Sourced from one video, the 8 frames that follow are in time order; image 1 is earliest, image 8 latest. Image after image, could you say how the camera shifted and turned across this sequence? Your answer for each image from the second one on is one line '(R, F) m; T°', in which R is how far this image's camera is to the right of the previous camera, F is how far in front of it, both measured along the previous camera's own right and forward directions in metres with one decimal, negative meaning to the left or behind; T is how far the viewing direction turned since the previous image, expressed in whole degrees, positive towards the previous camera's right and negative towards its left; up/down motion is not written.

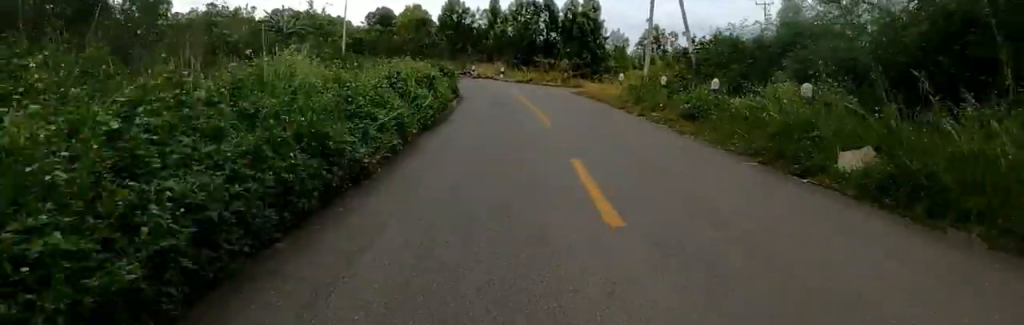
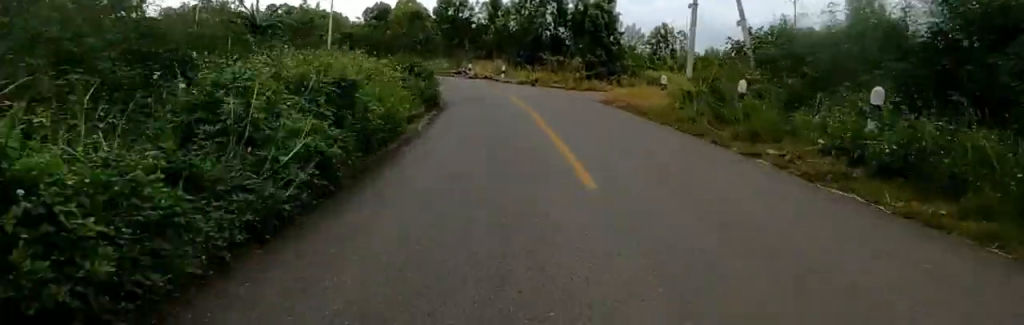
(+0.1, +6.5) m; -4°
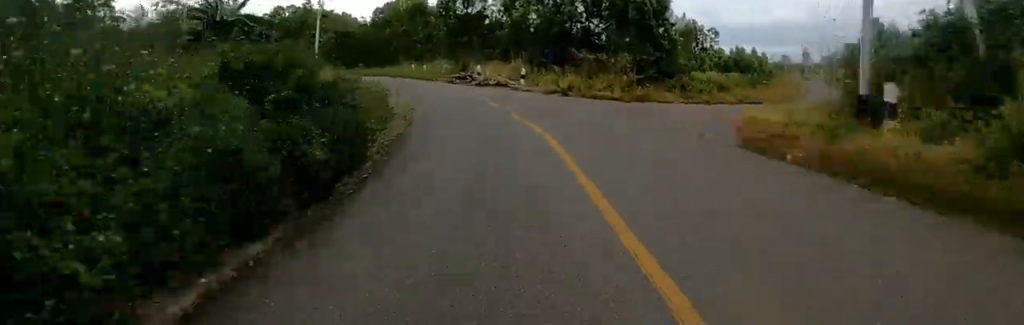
(-0.6, +10.0) m; -6°
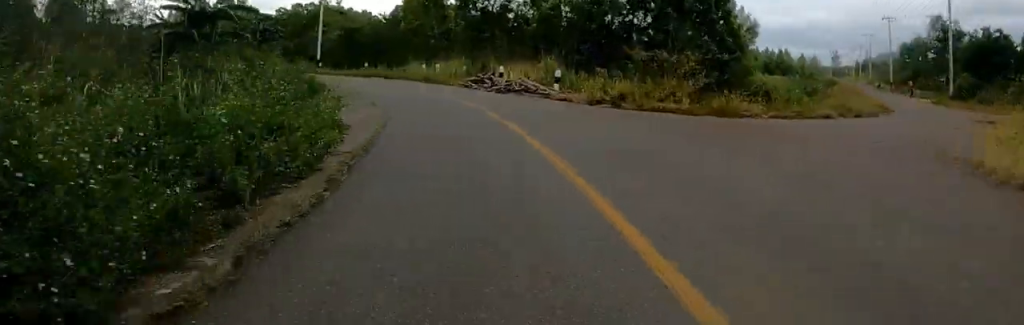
(-0.5, +6.2) m; -4°
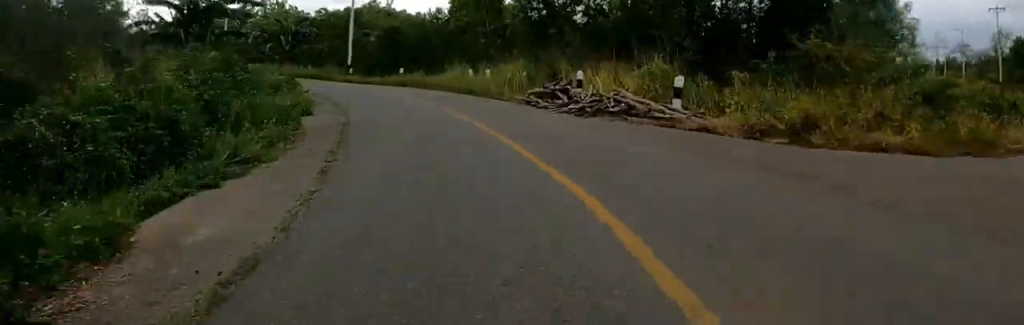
(0.0, +8.3) m; -4°
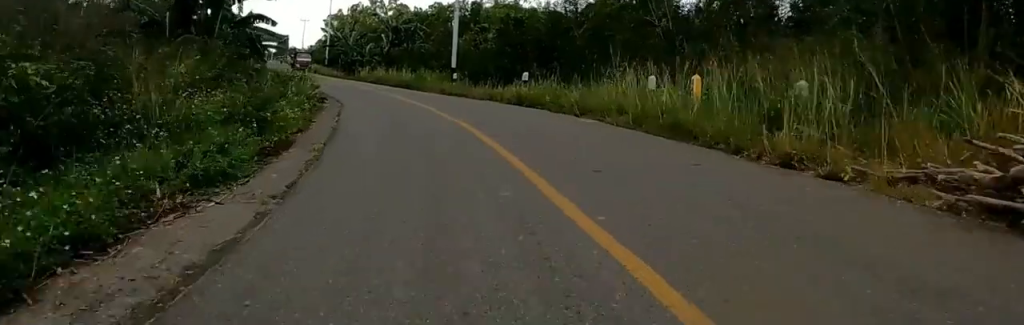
(-0.7, +12.5) m; -11°
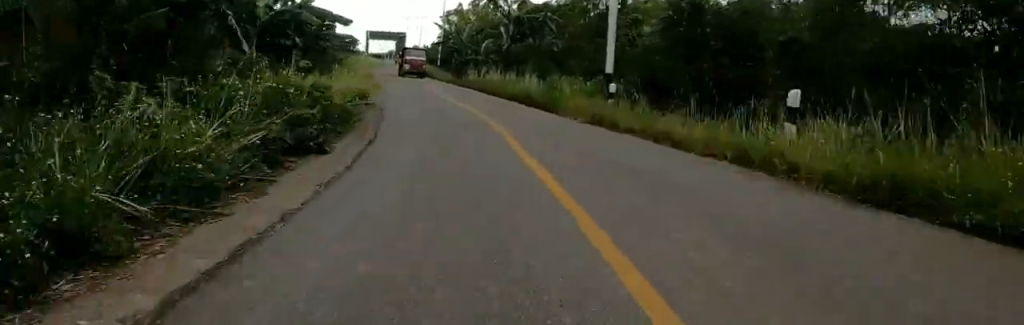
(-1.6, +12.0) m; -14°
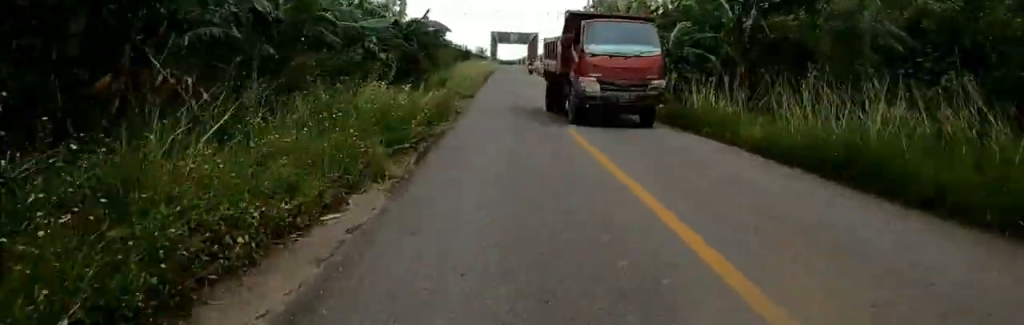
(-2.6, +19.8) m; -6°
